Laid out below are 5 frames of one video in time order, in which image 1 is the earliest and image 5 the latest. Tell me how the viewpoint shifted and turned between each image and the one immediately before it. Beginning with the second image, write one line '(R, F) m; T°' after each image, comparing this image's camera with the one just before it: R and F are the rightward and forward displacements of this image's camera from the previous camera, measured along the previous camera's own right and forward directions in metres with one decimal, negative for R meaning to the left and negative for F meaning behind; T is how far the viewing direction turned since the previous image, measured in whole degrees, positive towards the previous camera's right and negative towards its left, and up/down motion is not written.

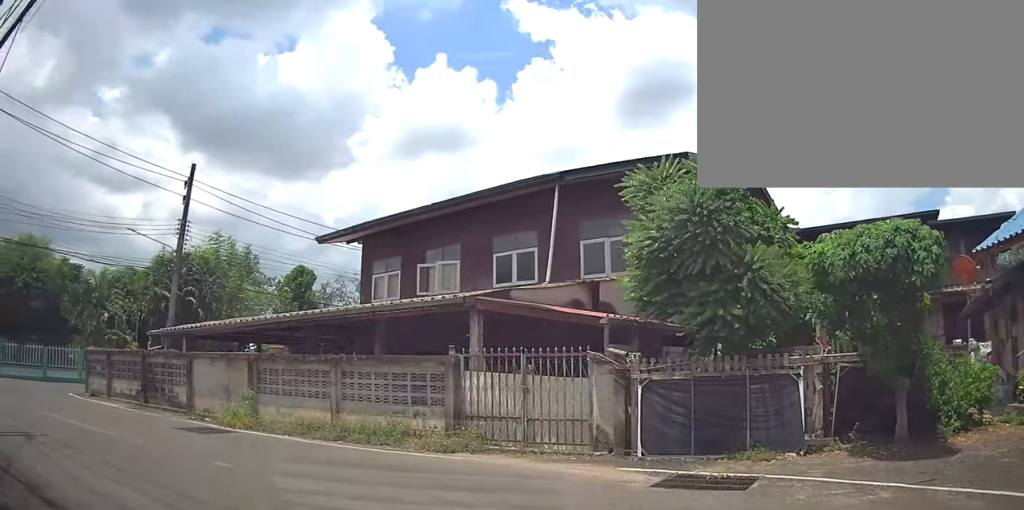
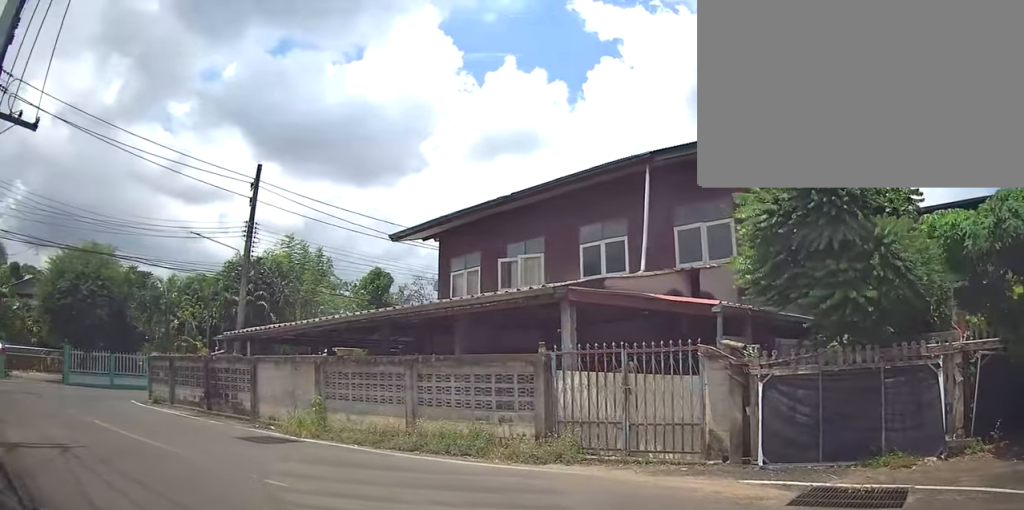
(+0.2, +1.4) m; -16°
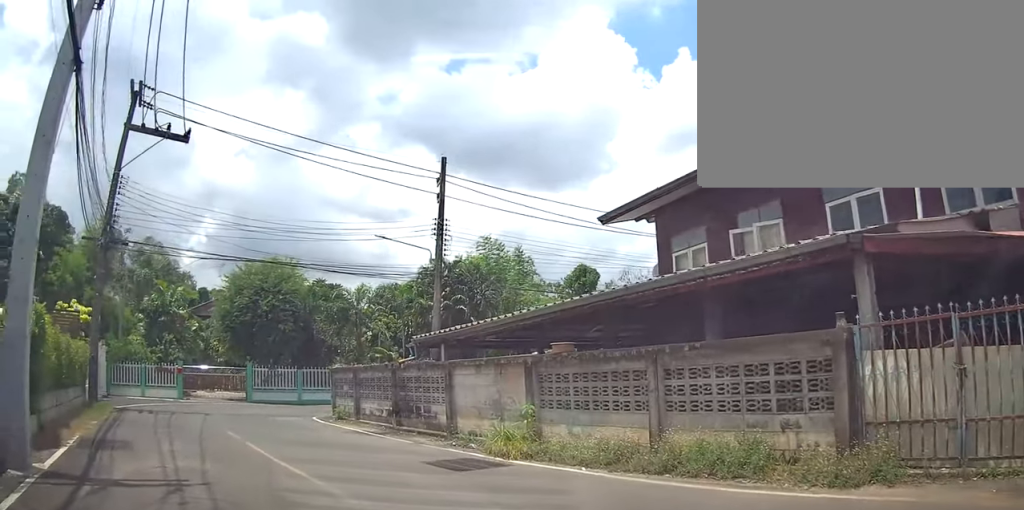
(-1.4, +2.6) m; -38°
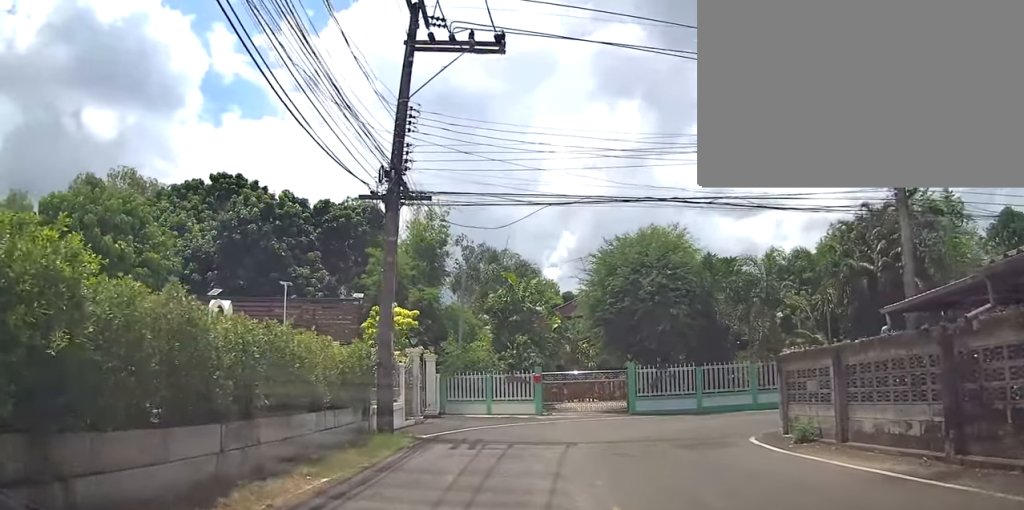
(-2.1, +7.6) m; -28°
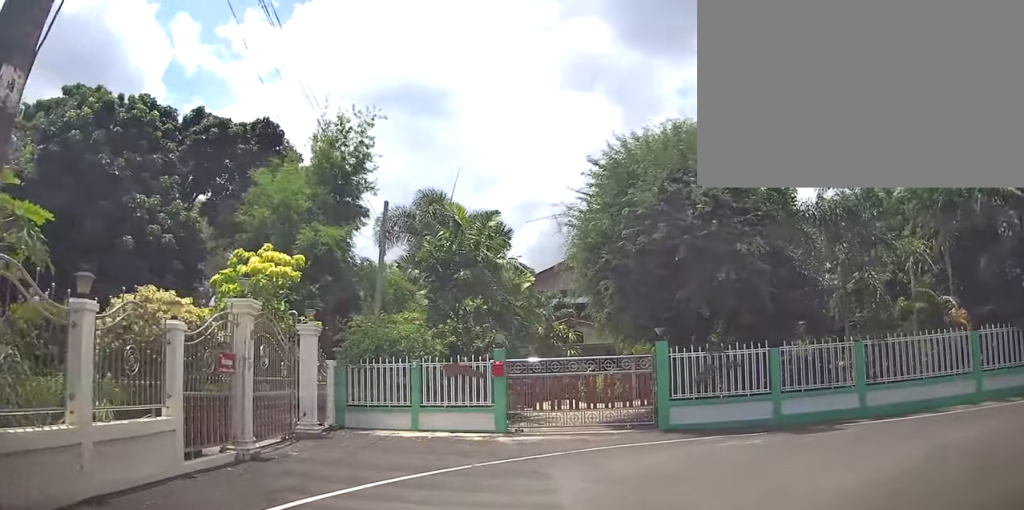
(-1.8, +10.8) m; -2°
